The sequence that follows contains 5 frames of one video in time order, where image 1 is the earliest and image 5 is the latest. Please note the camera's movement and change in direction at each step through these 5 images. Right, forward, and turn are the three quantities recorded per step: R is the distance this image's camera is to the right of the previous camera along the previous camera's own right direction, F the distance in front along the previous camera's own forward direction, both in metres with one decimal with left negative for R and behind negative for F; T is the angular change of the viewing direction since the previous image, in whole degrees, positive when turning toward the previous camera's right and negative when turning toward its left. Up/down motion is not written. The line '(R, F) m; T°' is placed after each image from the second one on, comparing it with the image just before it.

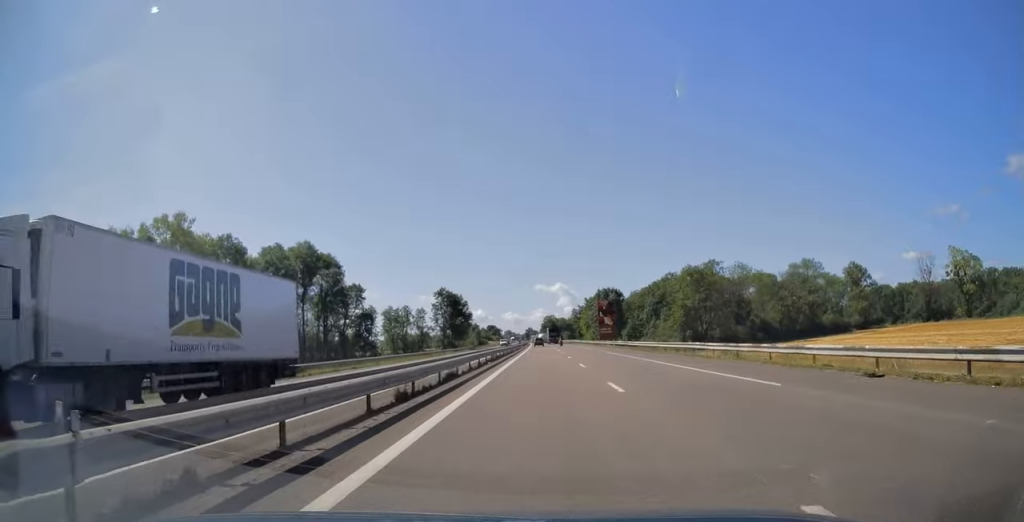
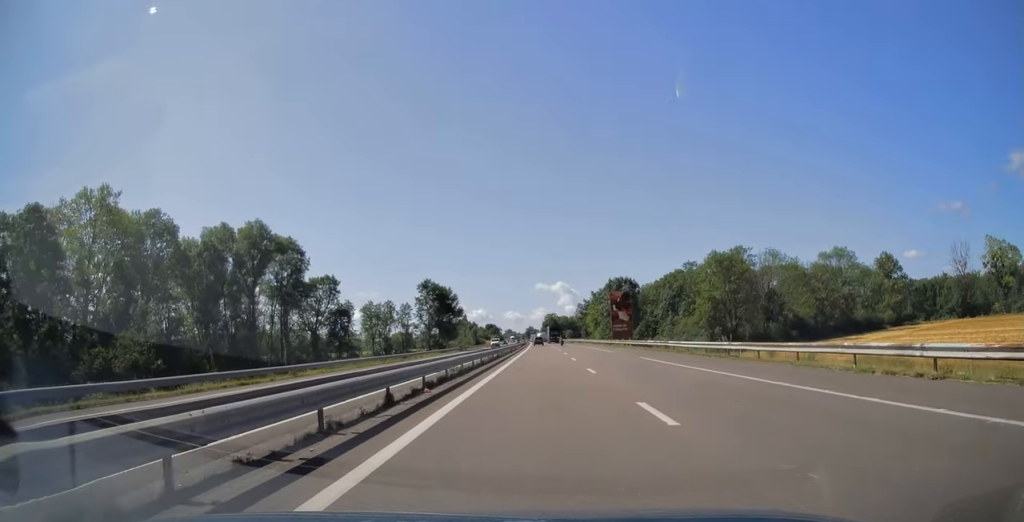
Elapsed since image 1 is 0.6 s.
(0.0, +18.6) m; 0°
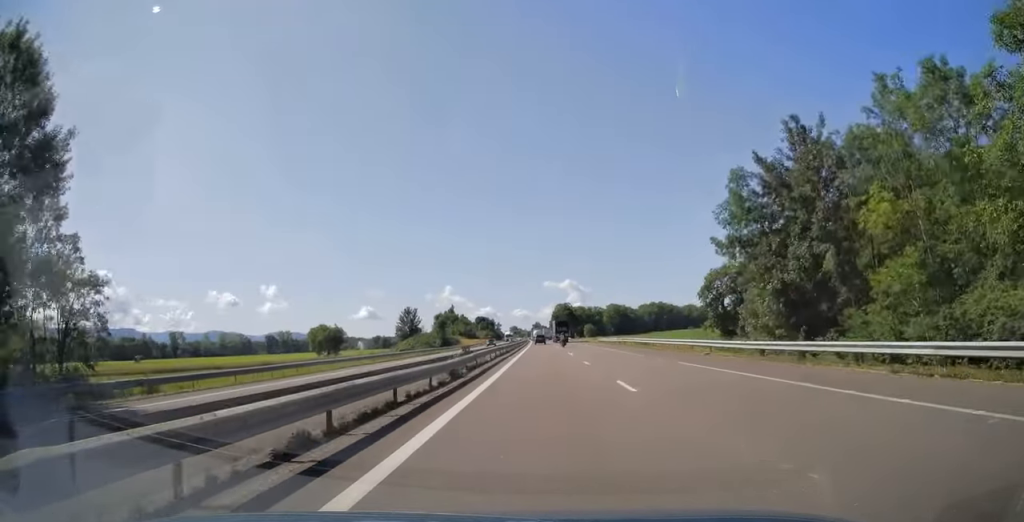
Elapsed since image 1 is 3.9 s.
(-0.9, +112.7) m; -1°
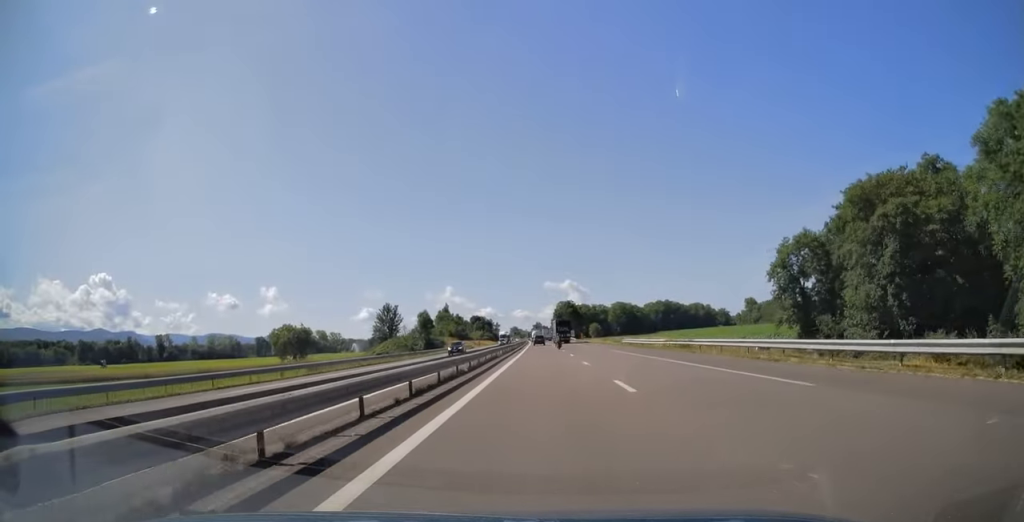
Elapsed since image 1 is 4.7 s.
(0.0, +26.6) m; 0°
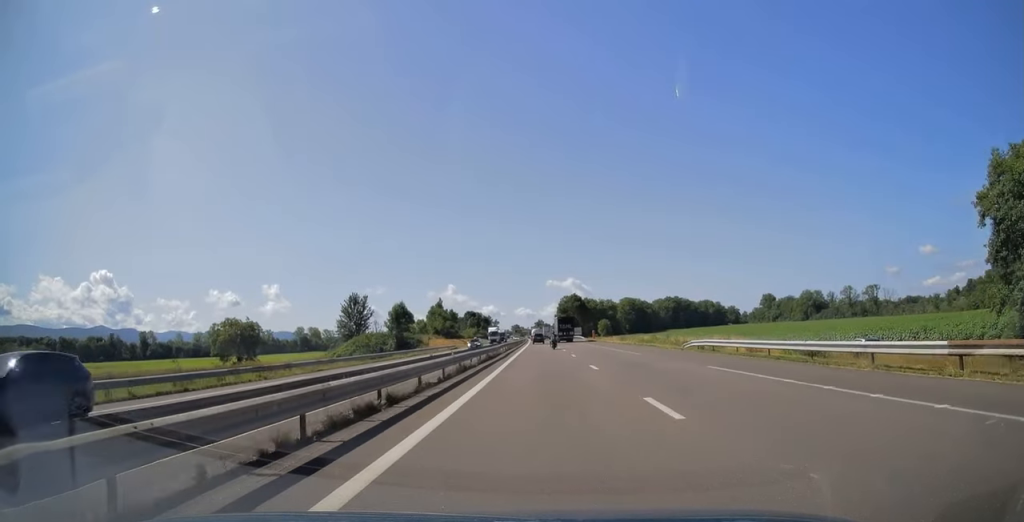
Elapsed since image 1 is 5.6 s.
(0.0, +31.0) m; 0°
